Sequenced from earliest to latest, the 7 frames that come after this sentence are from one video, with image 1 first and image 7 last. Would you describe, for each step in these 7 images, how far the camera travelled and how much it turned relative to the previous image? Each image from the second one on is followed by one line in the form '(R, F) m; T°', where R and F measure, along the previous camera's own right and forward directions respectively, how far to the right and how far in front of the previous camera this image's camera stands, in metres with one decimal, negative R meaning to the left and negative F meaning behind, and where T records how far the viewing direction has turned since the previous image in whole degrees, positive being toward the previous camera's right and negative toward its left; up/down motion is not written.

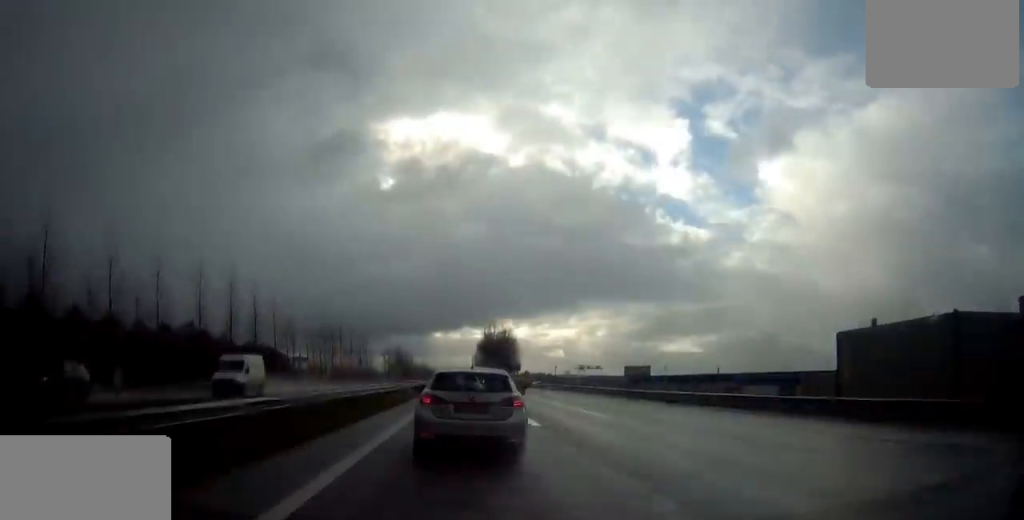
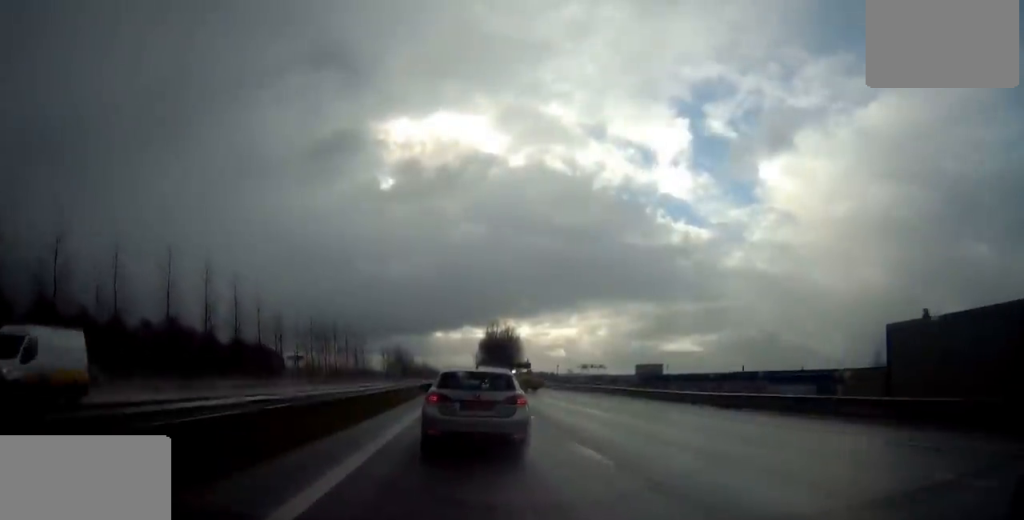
(0.0, +9.3) m; 0°
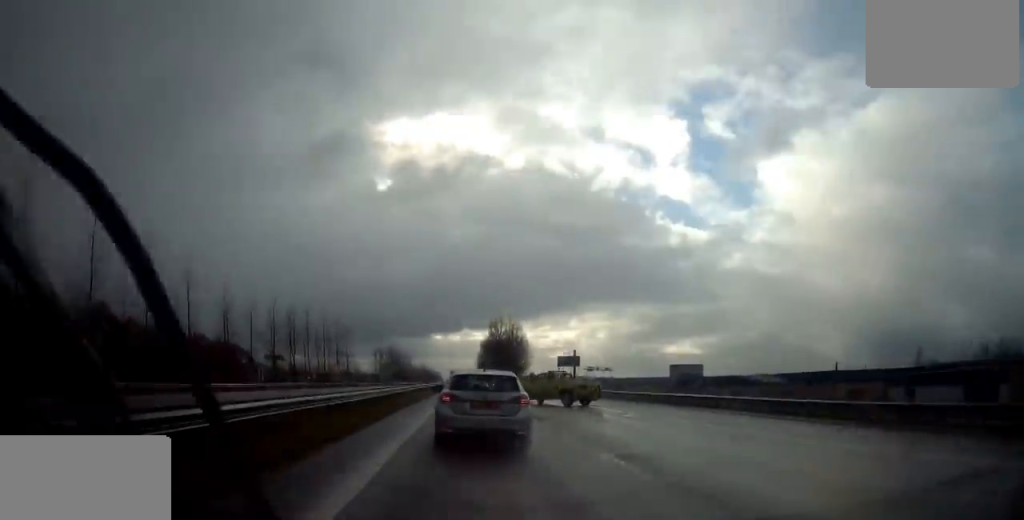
(-0.1, +26.4) m; -2°
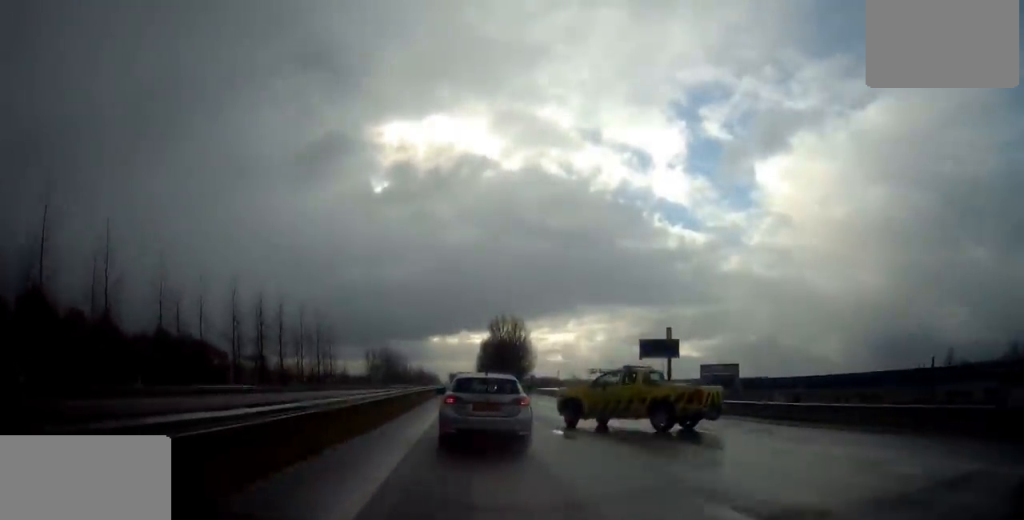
(-0.6, +17.6) m; 0°
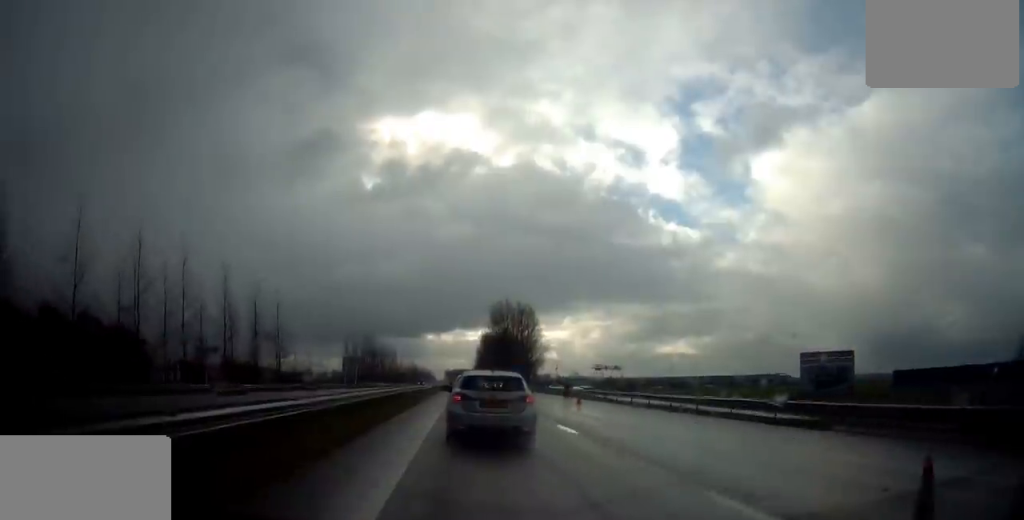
(+0.2, +35.3) m; +1°
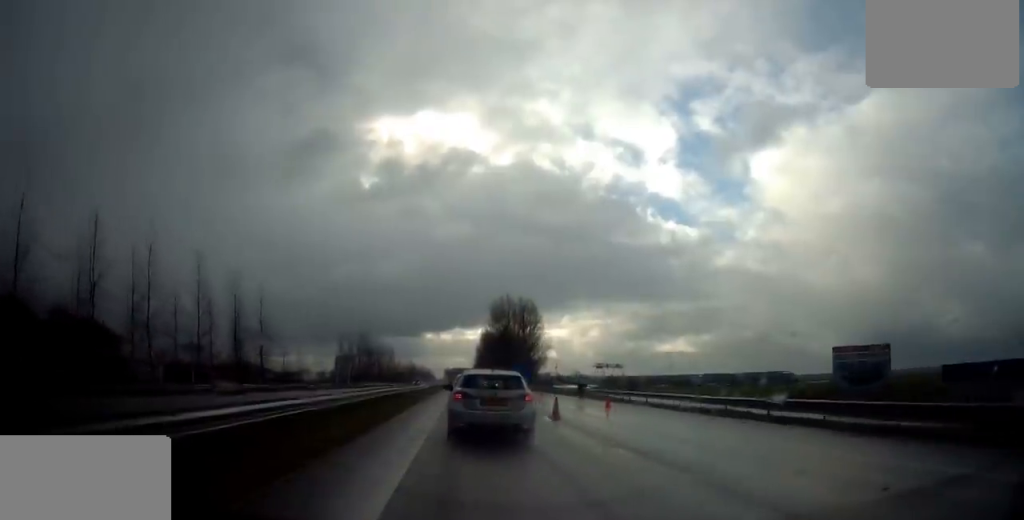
(+0.2, +7.8) m; +1°
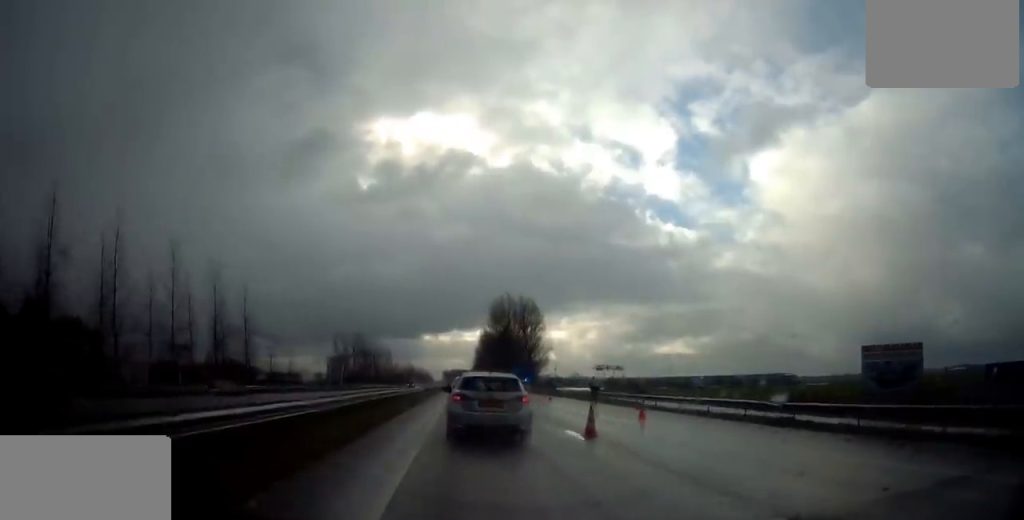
(0.0, +6.3) m; 0°
